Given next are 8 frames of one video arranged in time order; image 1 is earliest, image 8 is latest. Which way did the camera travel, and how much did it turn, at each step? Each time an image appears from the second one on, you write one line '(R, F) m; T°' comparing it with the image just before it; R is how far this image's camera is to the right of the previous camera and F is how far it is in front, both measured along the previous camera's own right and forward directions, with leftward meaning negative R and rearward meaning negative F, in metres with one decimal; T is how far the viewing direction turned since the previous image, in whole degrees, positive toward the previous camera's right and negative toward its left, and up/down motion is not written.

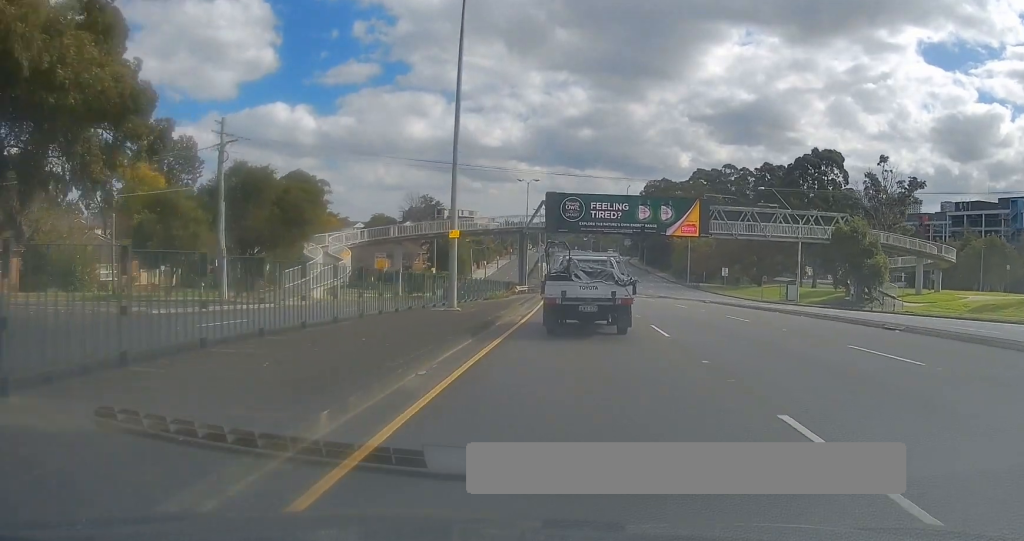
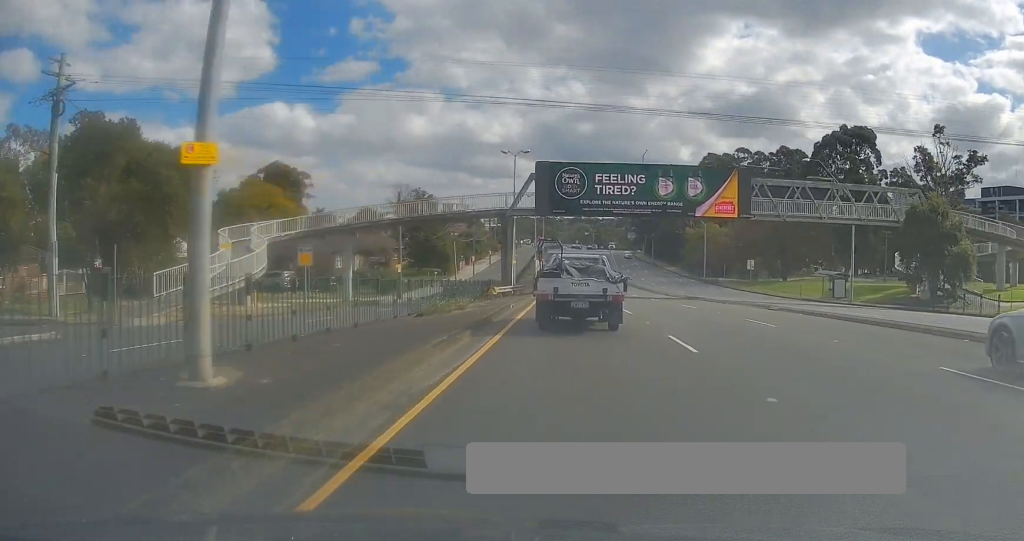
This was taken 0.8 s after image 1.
(0.0, +15.6) m; 0°
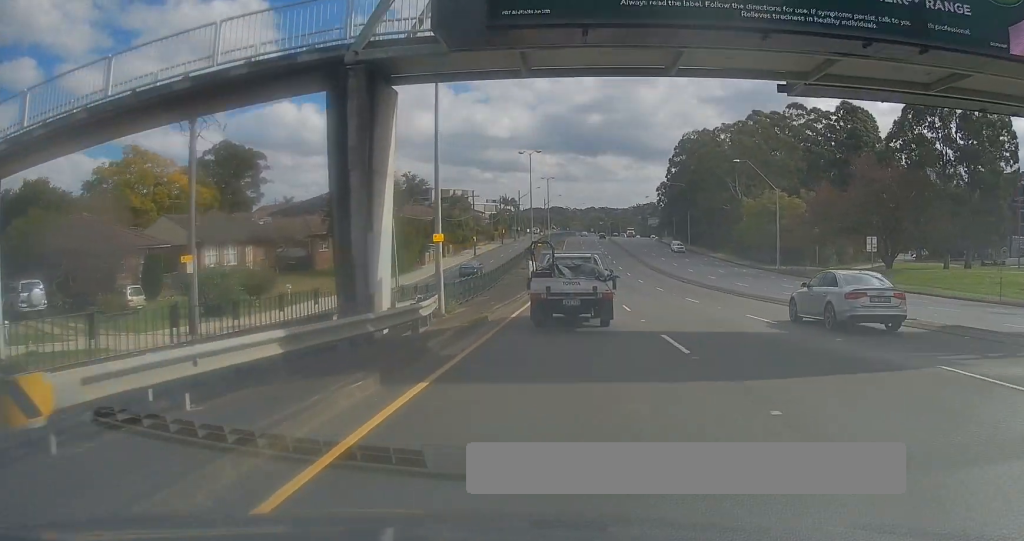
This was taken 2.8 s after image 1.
(0.0, +35.7) m; -1°
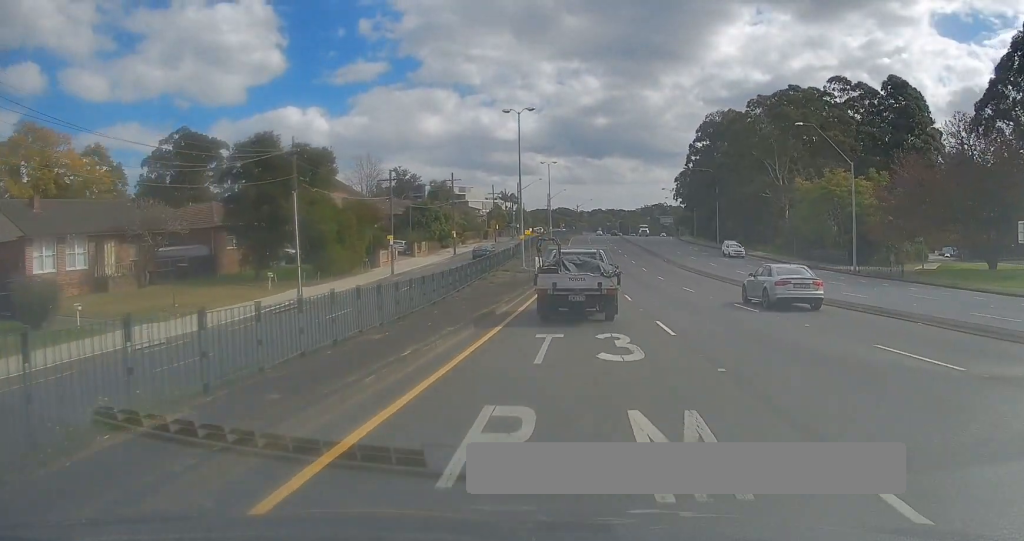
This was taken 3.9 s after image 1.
(-0.2, +21.0) m; 0°
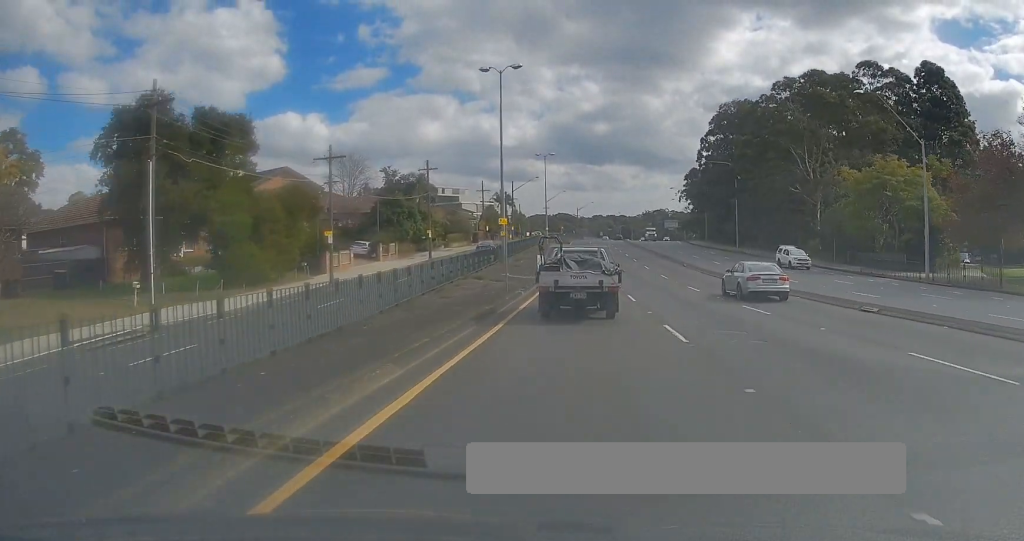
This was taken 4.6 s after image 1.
(+0.1, +13.2) m; 0°
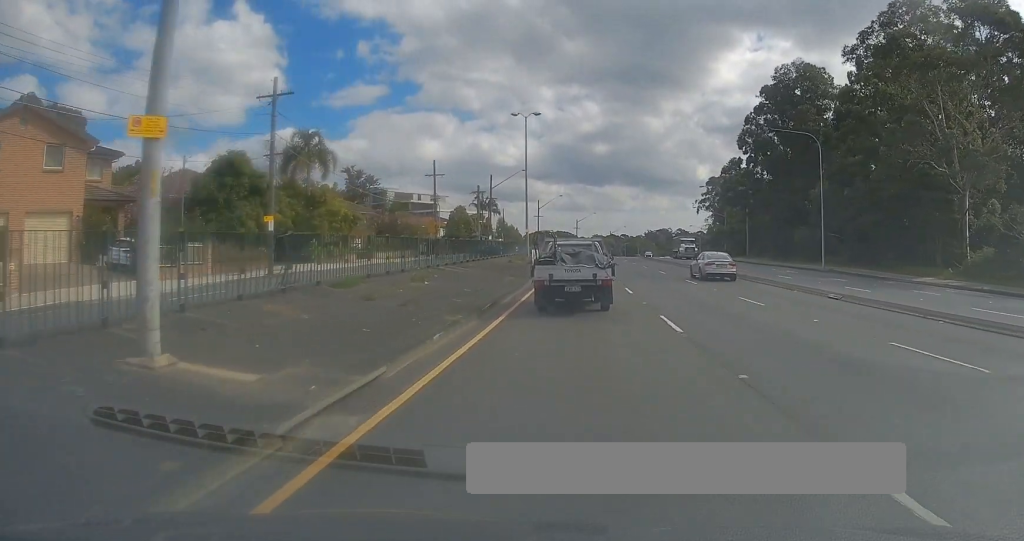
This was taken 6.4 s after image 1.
(+0.1, +35.1) m; 0°
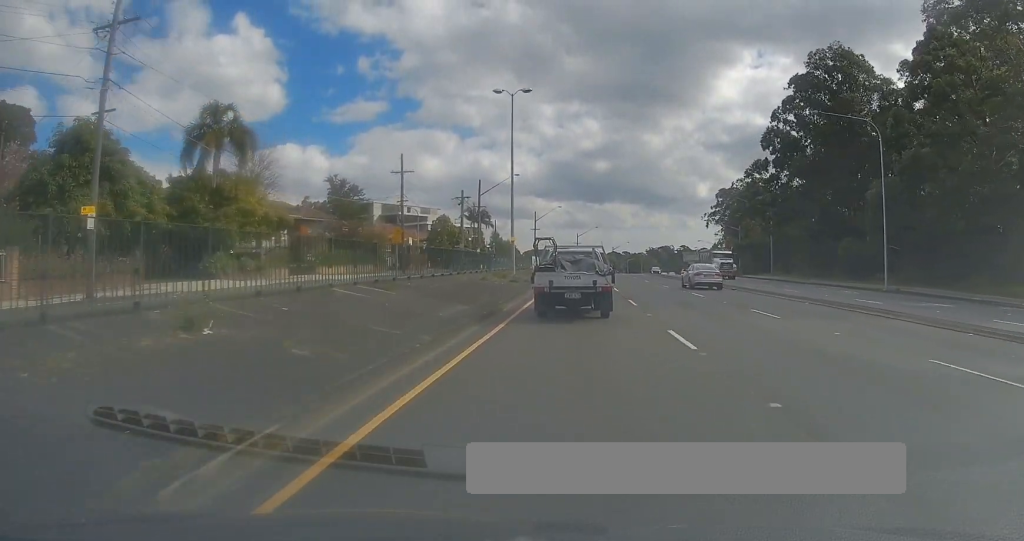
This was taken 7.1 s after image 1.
(+0.1, +13.2) m; -1°
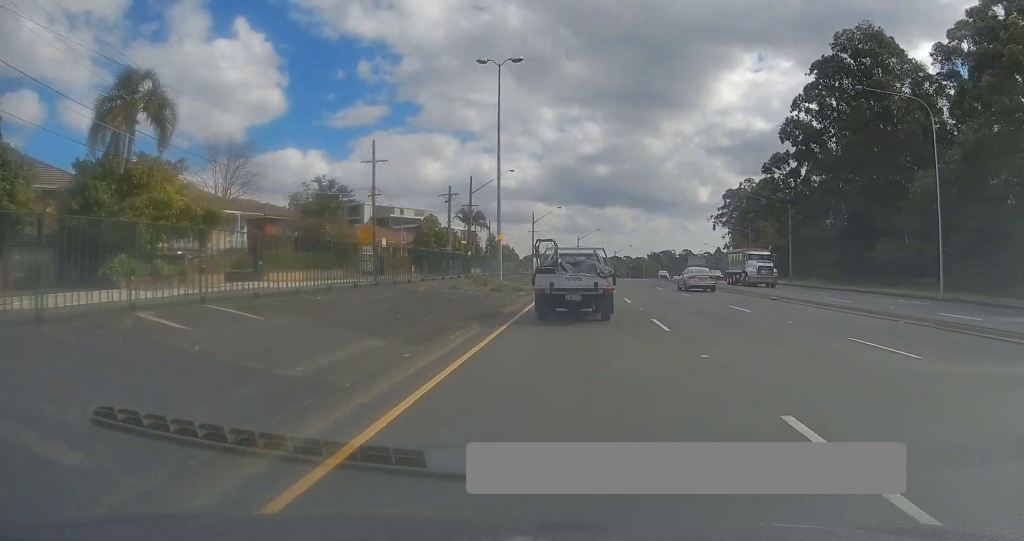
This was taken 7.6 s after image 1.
(-0.2, +7.8) m; 0°
